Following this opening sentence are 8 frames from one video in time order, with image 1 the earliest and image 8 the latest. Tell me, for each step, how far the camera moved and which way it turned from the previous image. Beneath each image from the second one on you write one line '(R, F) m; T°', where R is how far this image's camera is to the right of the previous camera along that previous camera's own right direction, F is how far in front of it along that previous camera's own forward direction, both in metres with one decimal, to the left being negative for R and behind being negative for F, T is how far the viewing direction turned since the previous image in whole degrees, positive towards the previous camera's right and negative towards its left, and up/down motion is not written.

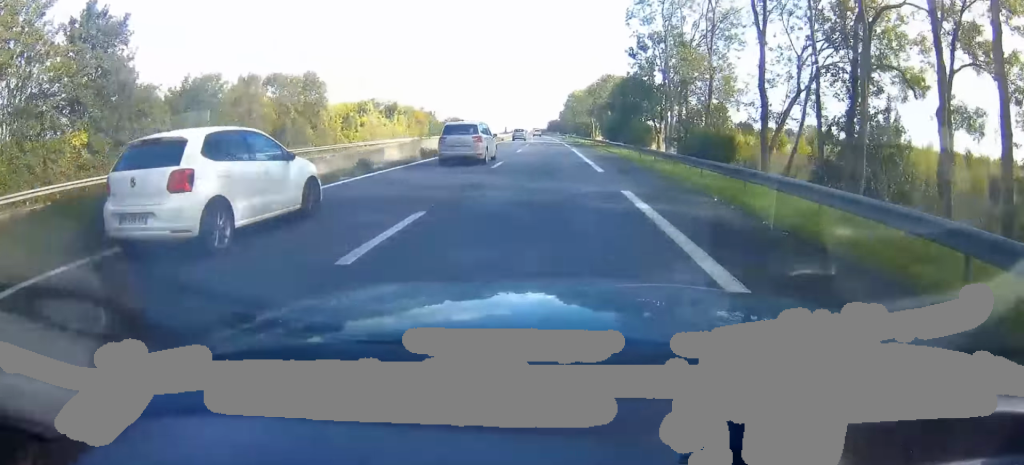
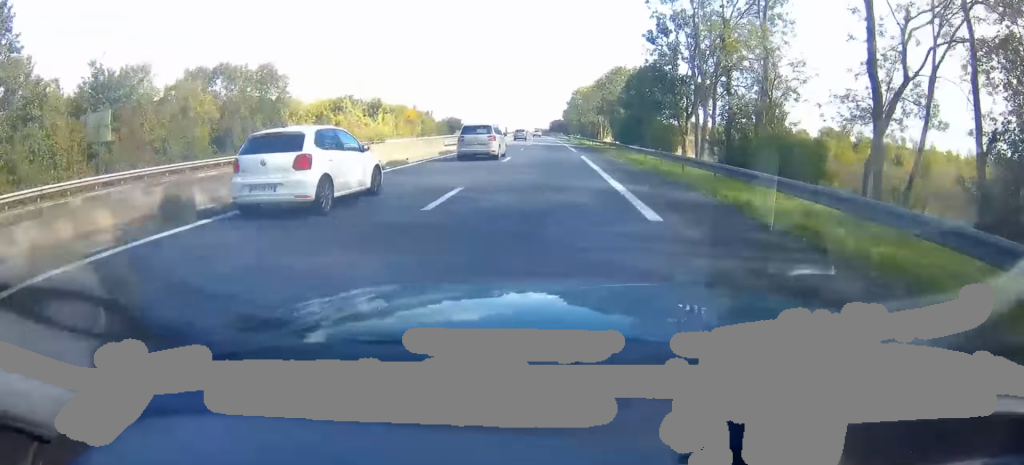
(0.0, +9.3) m; 0°
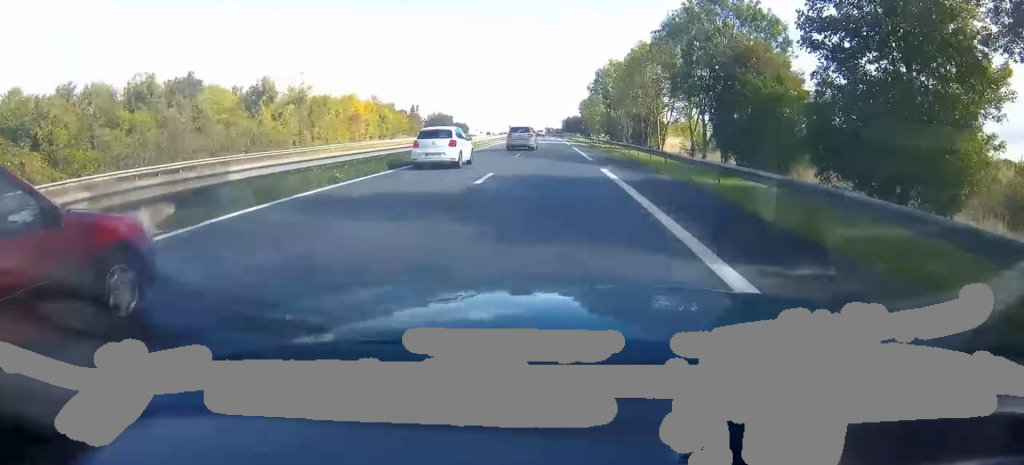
(-0.4, +35.2) m; -2°
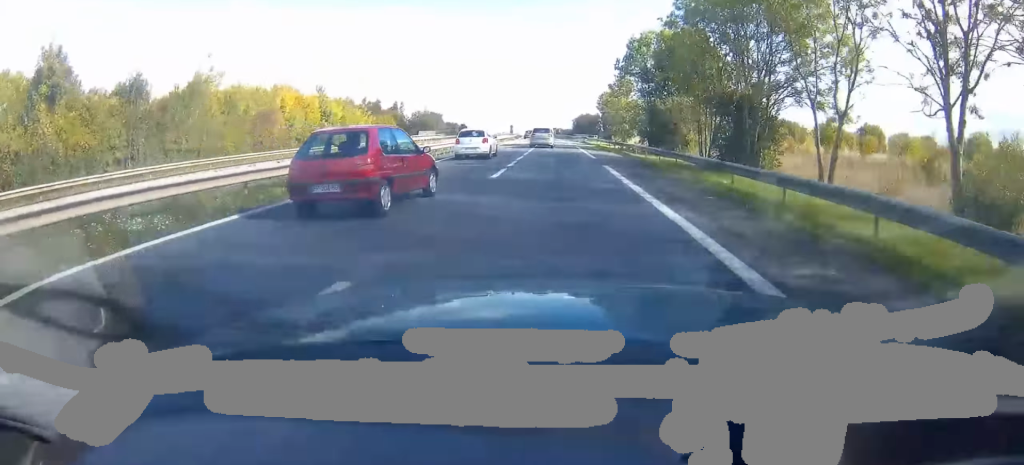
(-0.2, +24.2) m; 0°
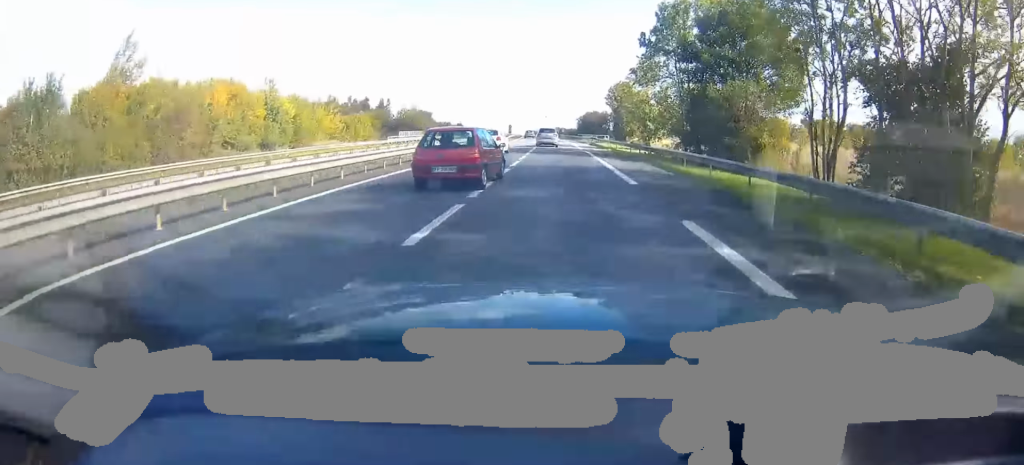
(0.0, +12.8) m; 0°
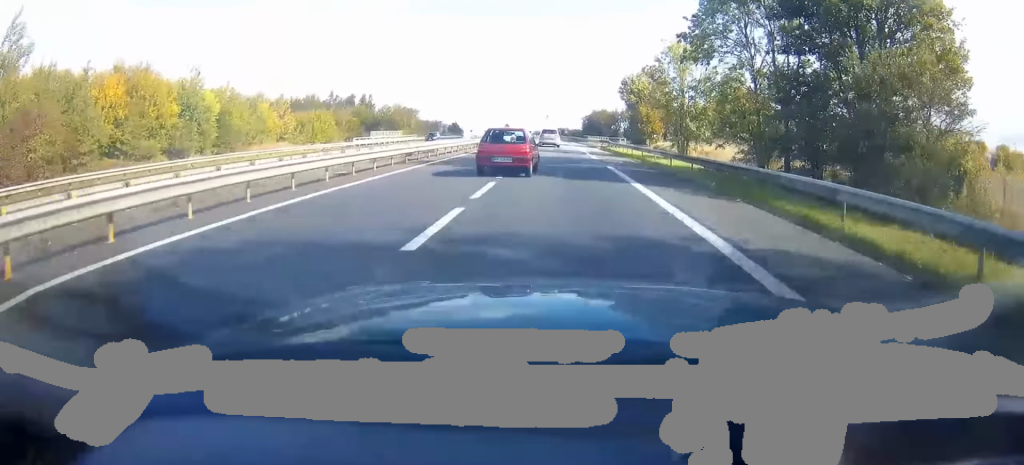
(0.0, +12.9) m; -1°
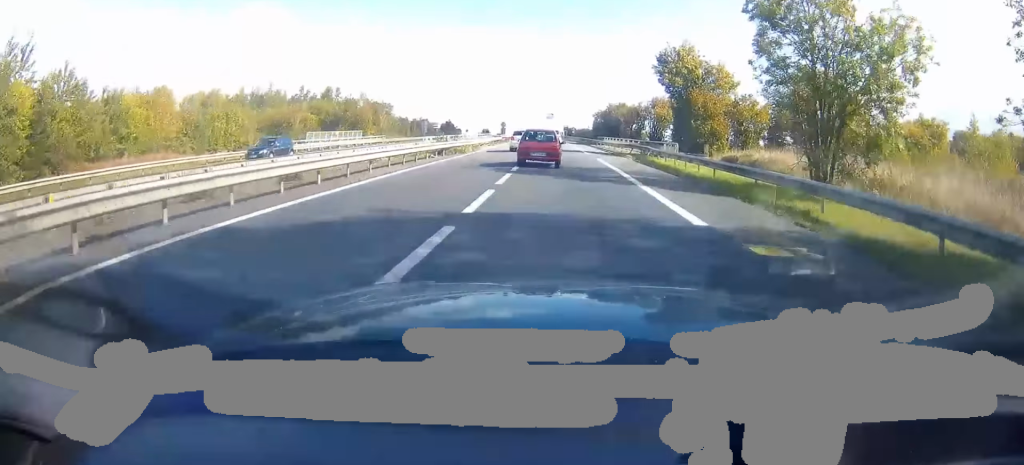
(-0.2, +18.3) m; -1°
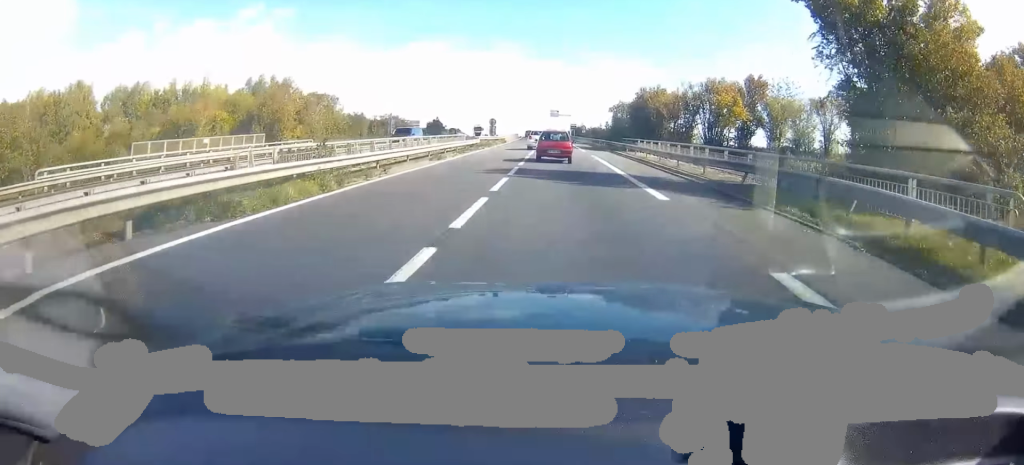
(+0.1, +22.6) m; 0°
